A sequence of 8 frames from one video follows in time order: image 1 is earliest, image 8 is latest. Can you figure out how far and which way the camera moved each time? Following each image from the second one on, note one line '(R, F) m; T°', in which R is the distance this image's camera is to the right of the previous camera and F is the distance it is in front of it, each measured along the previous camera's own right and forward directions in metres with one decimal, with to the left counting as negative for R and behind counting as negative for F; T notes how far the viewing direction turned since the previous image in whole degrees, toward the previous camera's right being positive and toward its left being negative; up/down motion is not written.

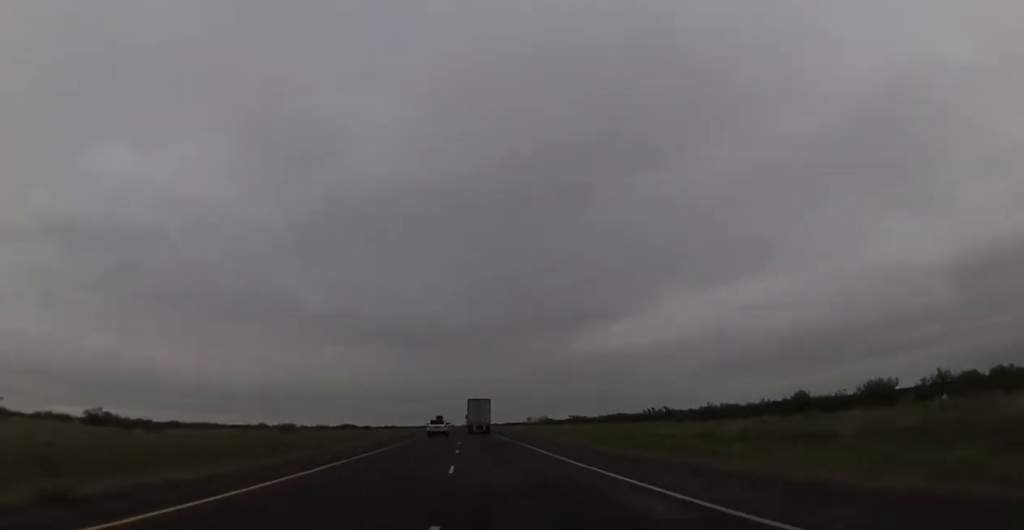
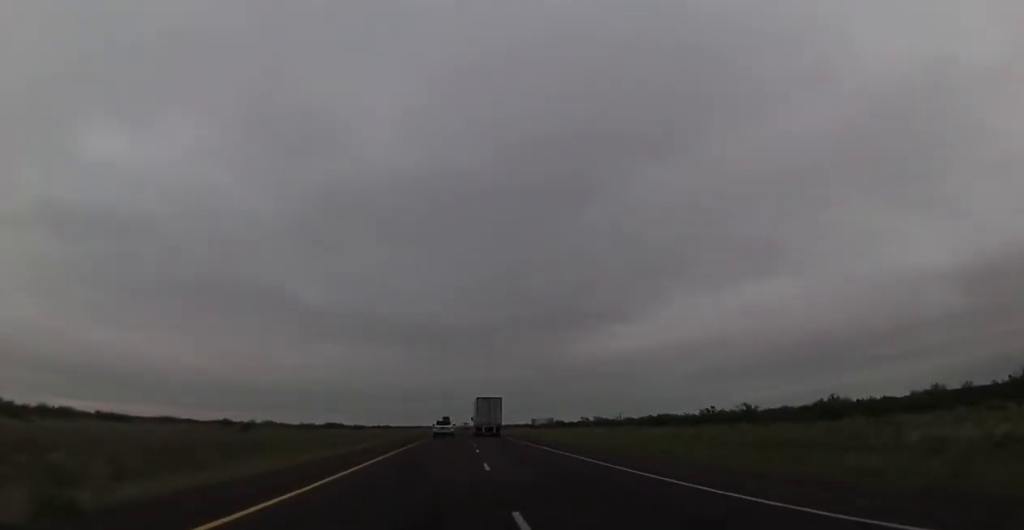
(-0.5, +34.7) m; -1°
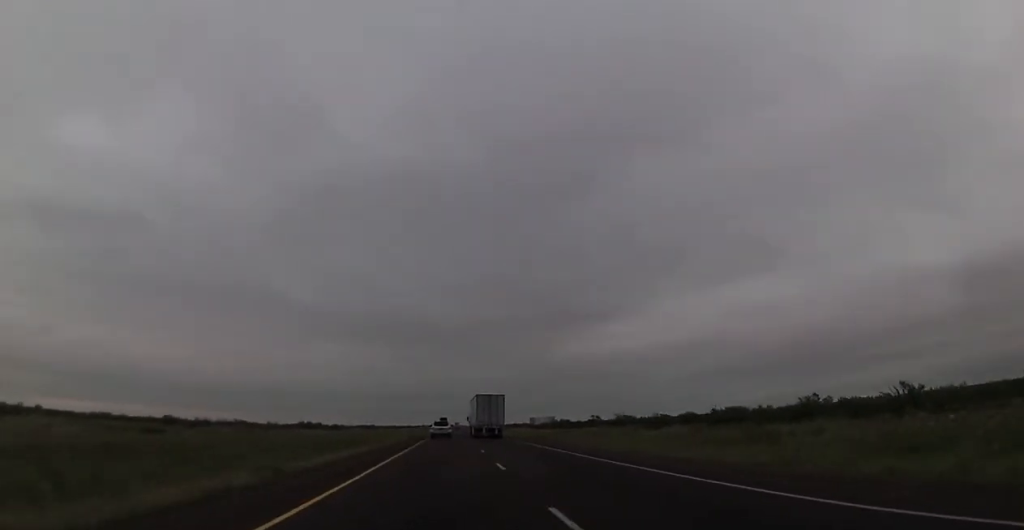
(+0.1, +36.0) m; +1°
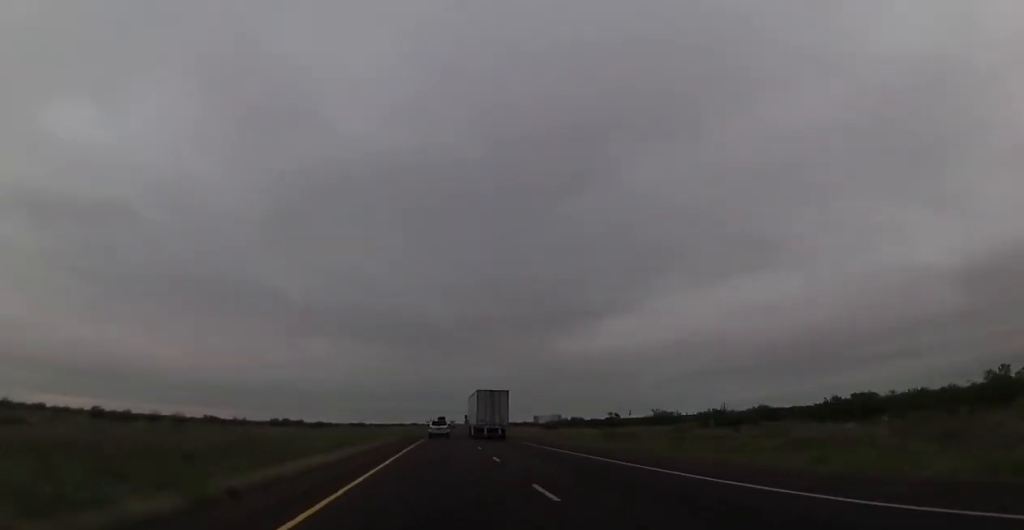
(+0.3, +32.3) m; +1°
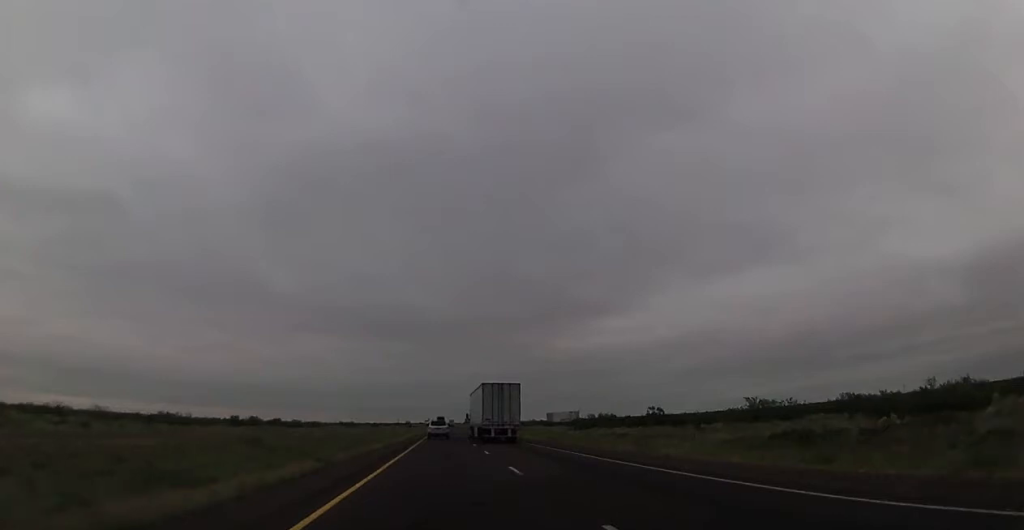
(+0.2, +42.1) m; 0°
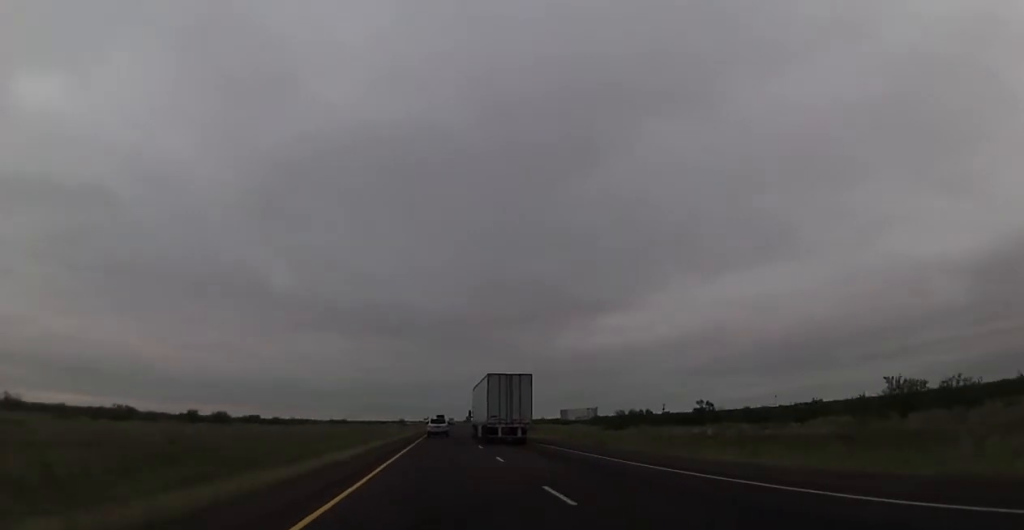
(+0.1, +31.0) m; 0°
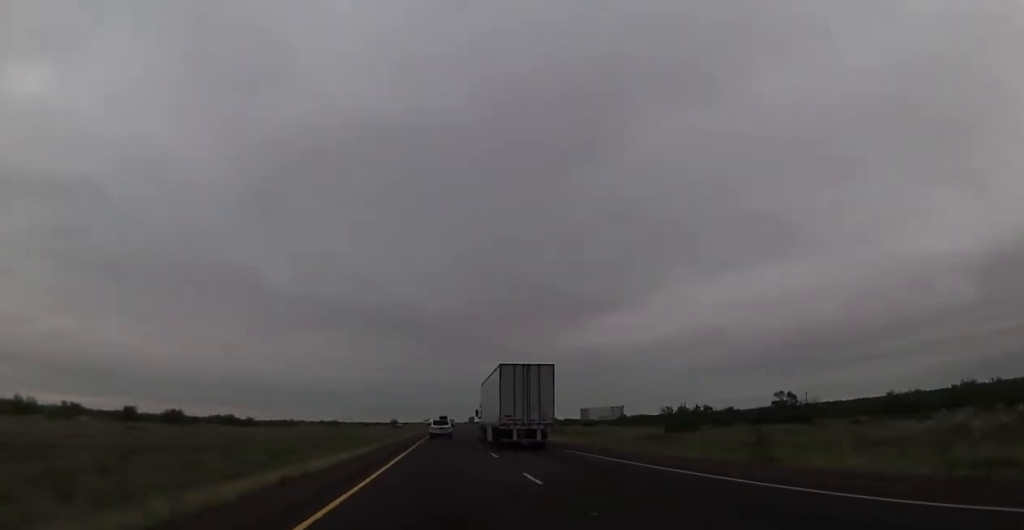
(-0.1, +32.4) m; 0°
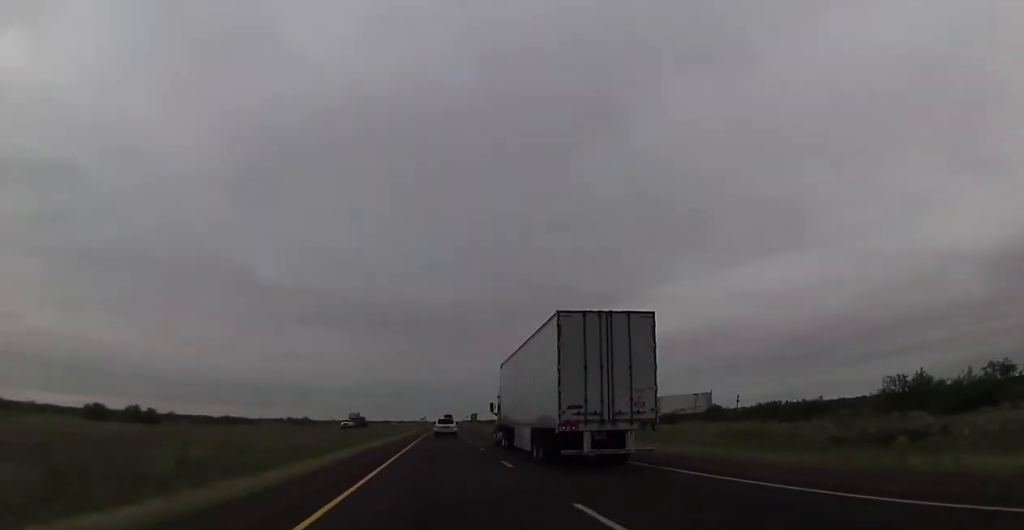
(0.0, +67.6) m; 0°
